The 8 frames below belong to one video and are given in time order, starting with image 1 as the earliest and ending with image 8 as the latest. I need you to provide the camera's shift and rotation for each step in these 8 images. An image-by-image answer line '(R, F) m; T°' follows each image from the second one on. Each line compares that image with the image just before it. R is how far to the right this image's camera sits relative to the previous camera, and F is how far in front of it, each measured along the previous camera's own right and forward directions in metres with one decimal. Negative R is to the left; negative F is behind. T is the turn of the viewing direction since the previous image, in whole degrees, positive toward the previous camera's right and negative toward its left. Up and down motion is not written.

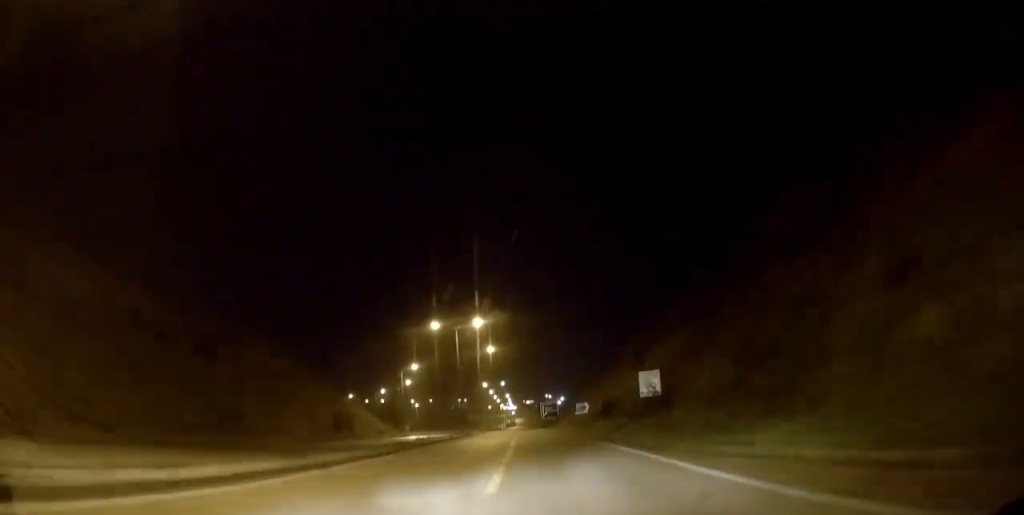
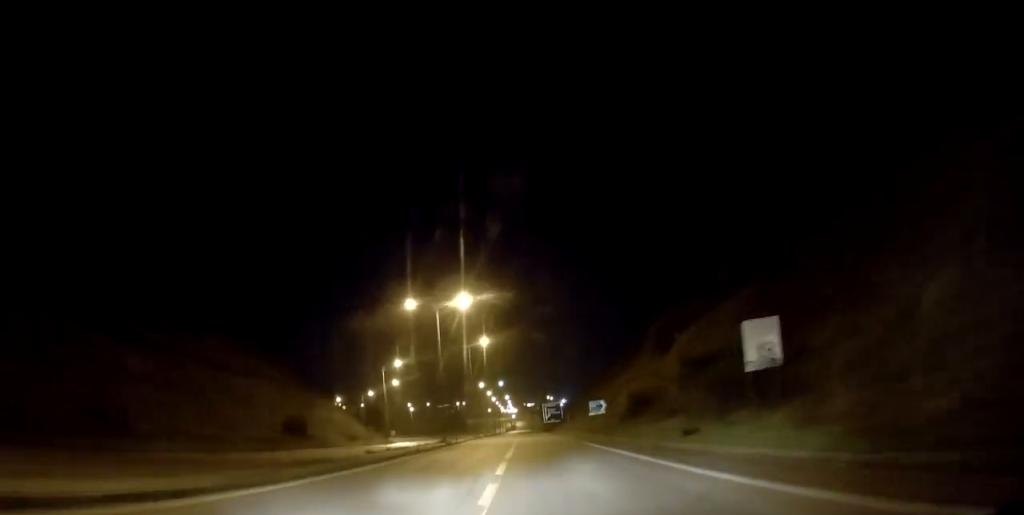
(+0.1, +14.1) m; 0°
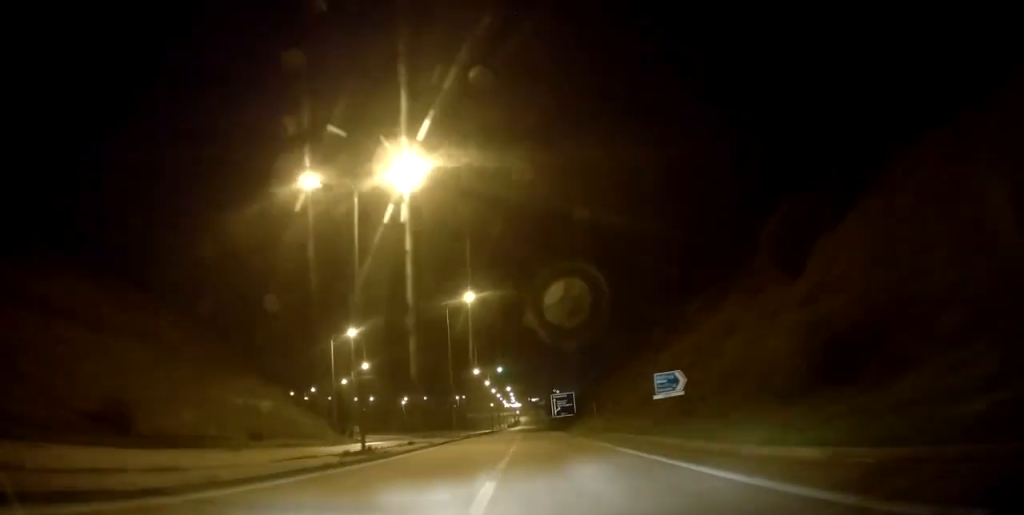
(-0.1, +27.0) m; 0°
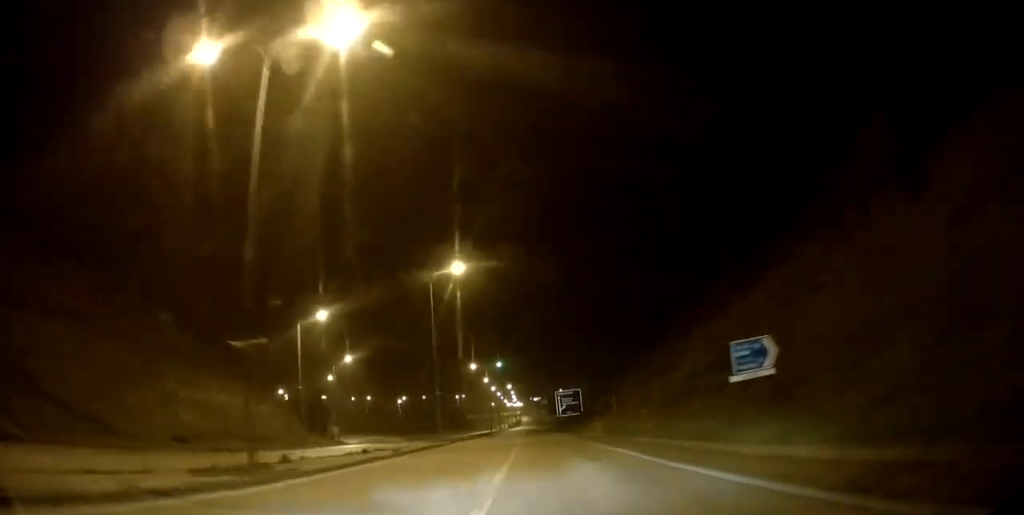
(0.0, +10.7) m; 0°
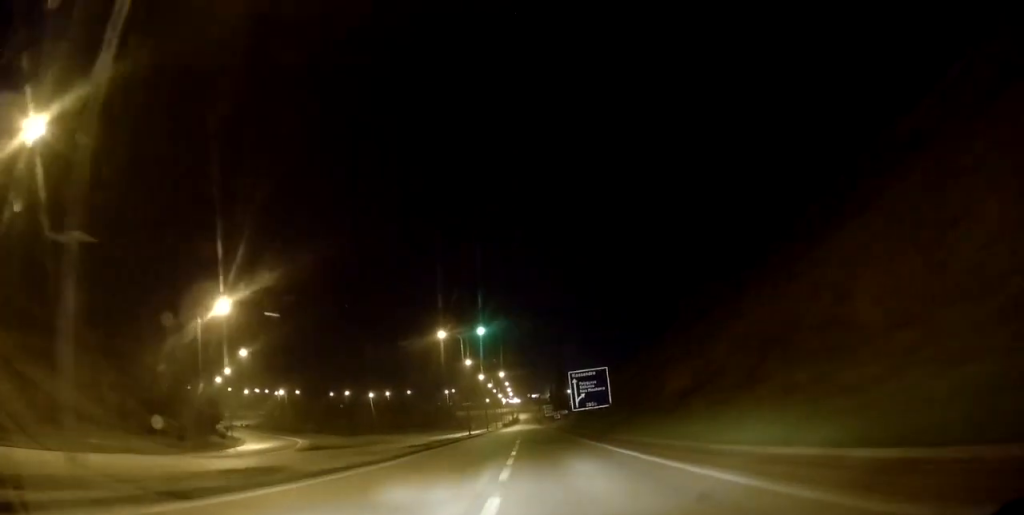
(0.0, +38.3) m; 0°
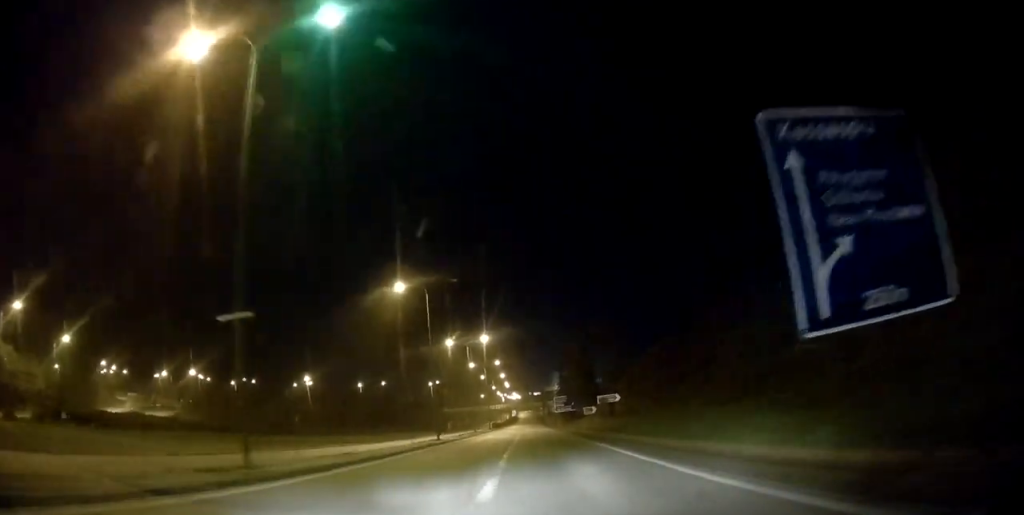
(0.0, +57.6) m; 0°
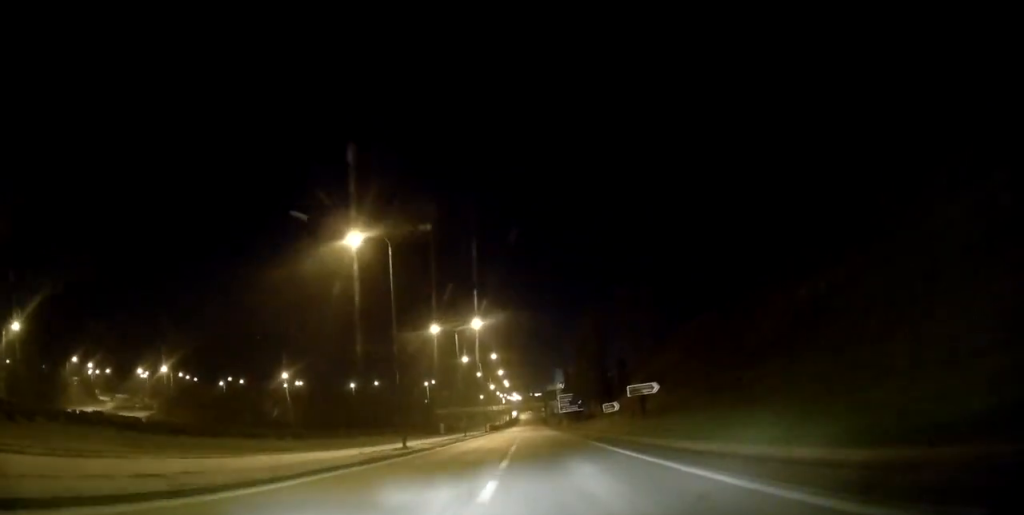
(0.0, +13.1) m; 0°
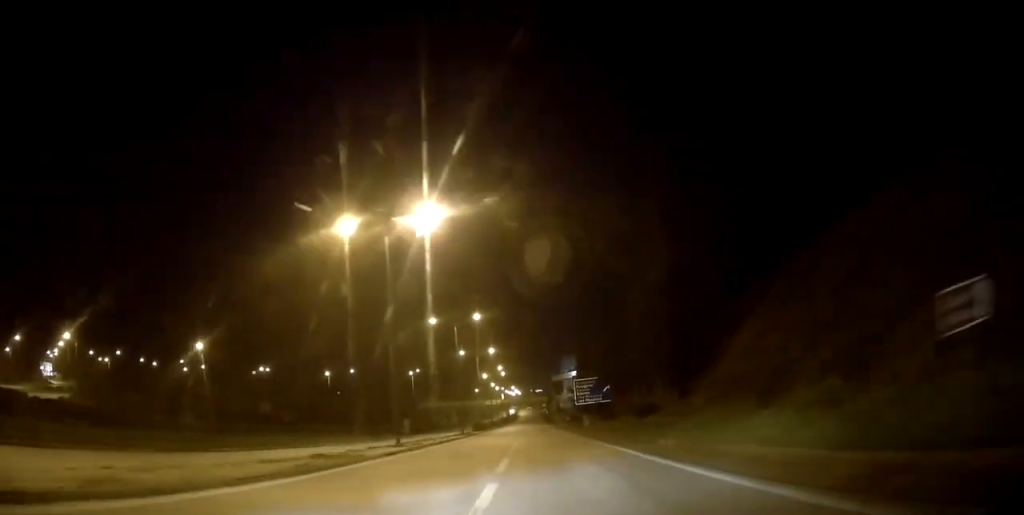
(0.0, +34.2) m; 0°
